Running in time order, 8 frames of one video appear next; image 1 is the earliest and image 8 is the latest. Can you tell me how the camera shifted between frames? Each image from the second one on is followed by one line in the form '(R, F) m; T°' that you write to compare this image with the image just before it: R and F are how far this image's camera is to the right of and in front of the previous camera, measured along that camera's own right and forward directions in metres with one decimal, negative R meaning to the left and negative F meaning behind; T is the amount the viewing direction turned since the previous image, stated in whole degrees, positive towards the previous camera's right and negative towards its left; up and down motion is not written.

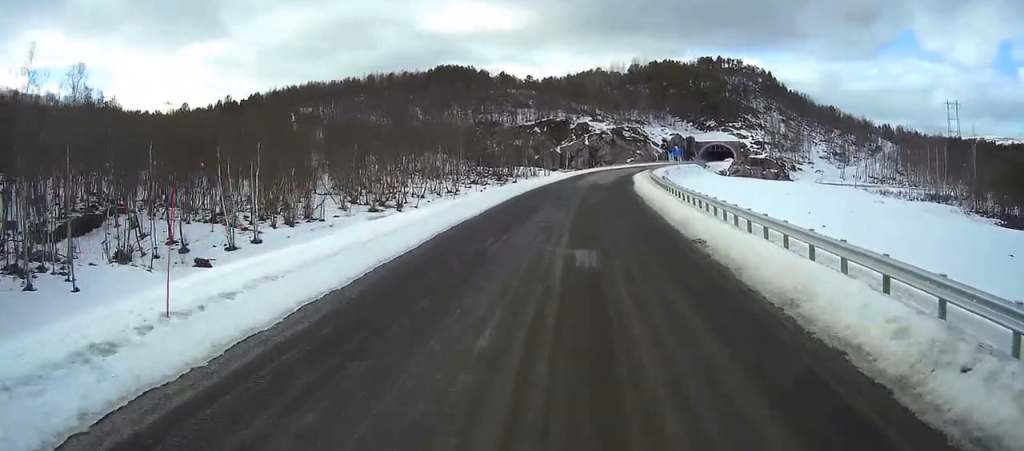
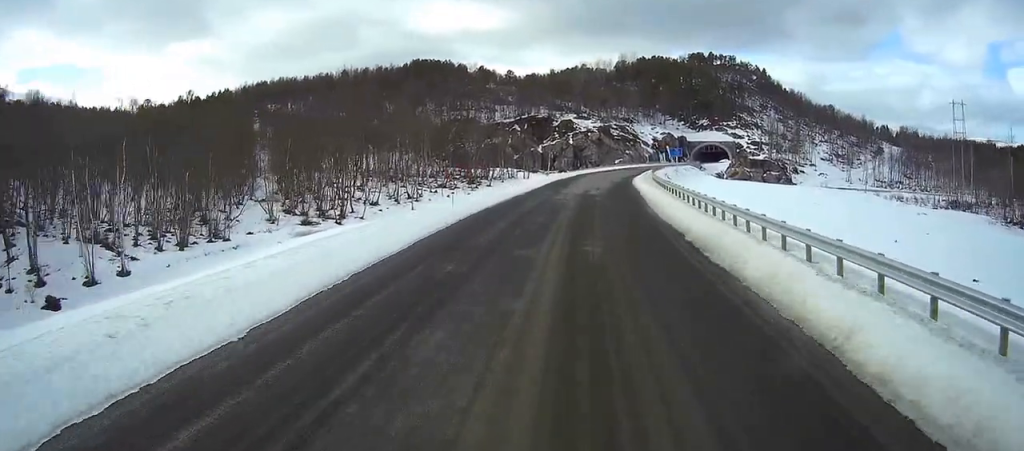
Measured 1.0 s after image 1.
(+0.1, +19.6) m; +1°
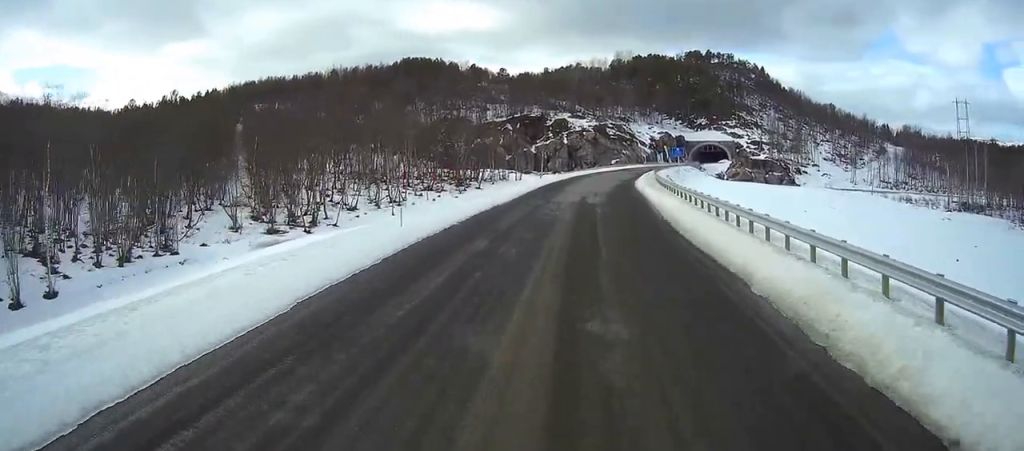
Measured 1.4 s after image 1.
(0.0, +8.1) m; +1°
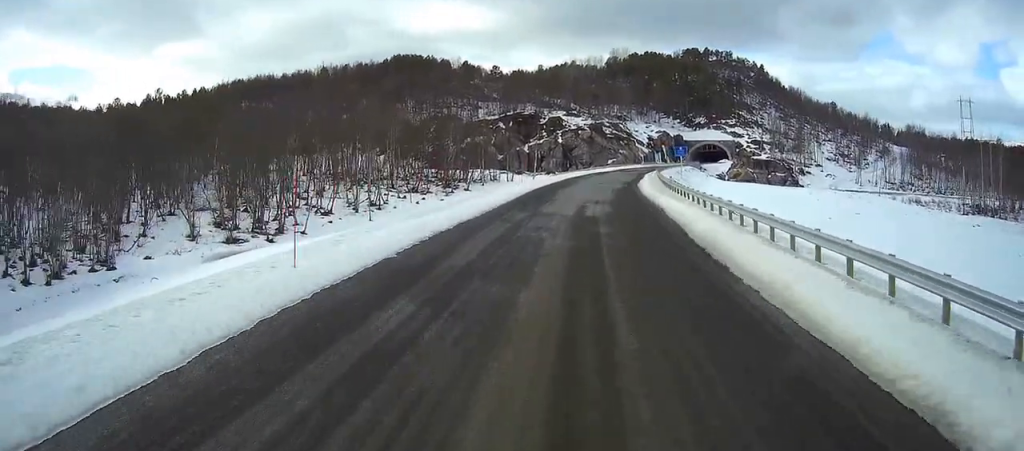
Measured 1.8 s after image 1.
(0.0, +8.1) m; +1°
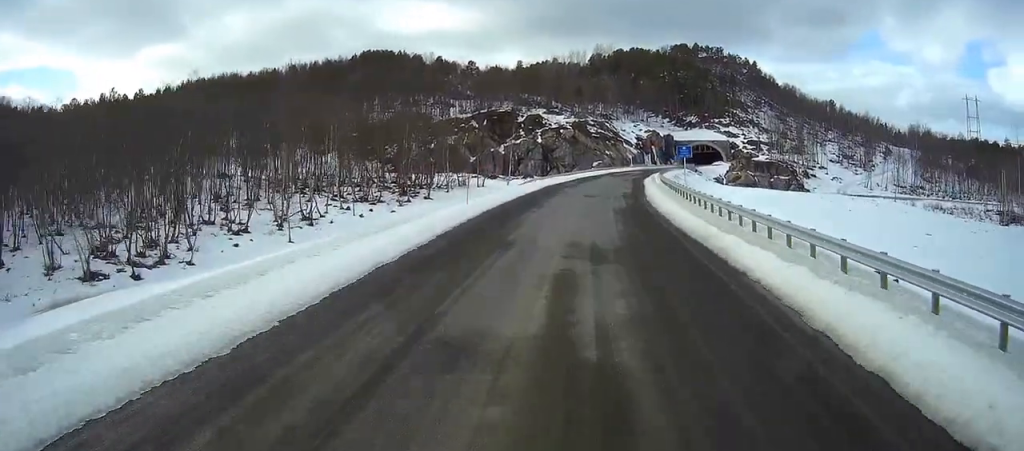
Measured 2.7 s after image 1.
(+0.4, +19.8) m; +1°
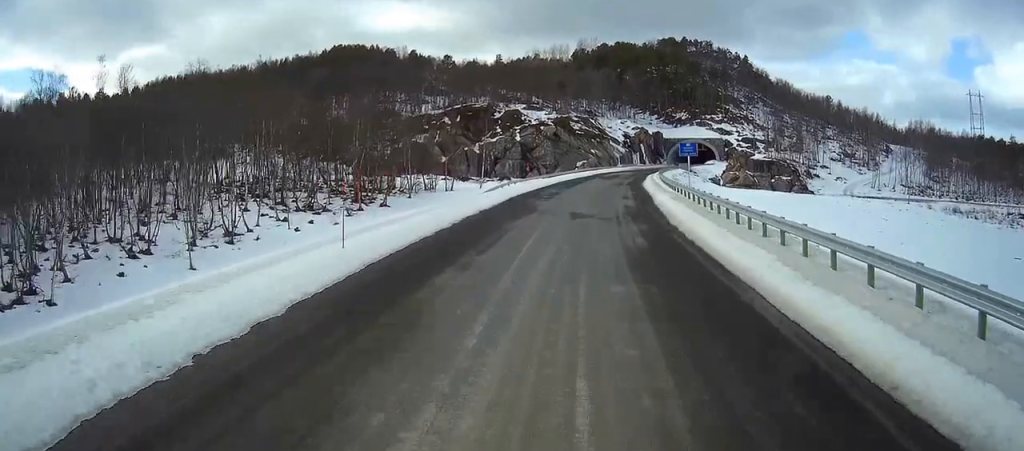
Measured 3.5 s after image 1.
(+0.1, +15.8) m; +1°
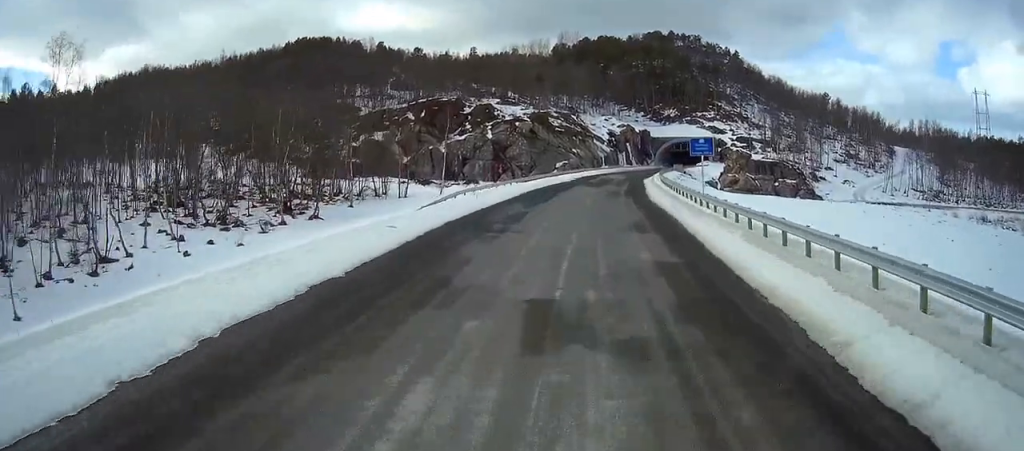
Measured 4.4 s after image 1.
(+0.2, +18.6) m; +1°
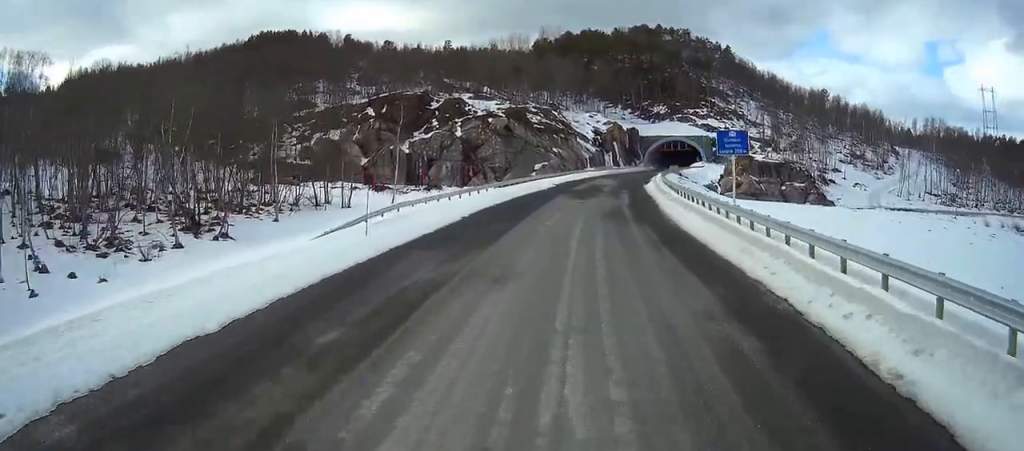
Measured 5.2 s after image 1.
(+0.3, +17.2) m; +2°
